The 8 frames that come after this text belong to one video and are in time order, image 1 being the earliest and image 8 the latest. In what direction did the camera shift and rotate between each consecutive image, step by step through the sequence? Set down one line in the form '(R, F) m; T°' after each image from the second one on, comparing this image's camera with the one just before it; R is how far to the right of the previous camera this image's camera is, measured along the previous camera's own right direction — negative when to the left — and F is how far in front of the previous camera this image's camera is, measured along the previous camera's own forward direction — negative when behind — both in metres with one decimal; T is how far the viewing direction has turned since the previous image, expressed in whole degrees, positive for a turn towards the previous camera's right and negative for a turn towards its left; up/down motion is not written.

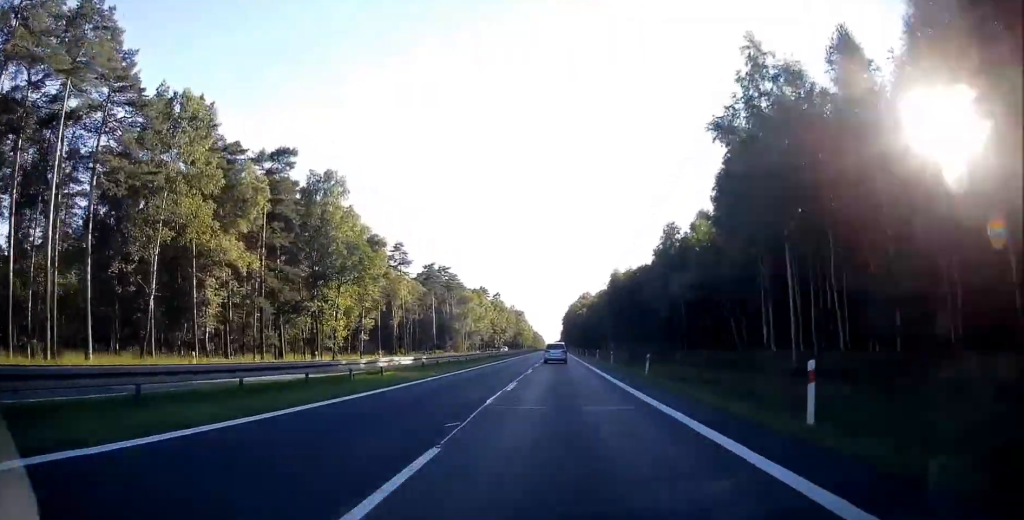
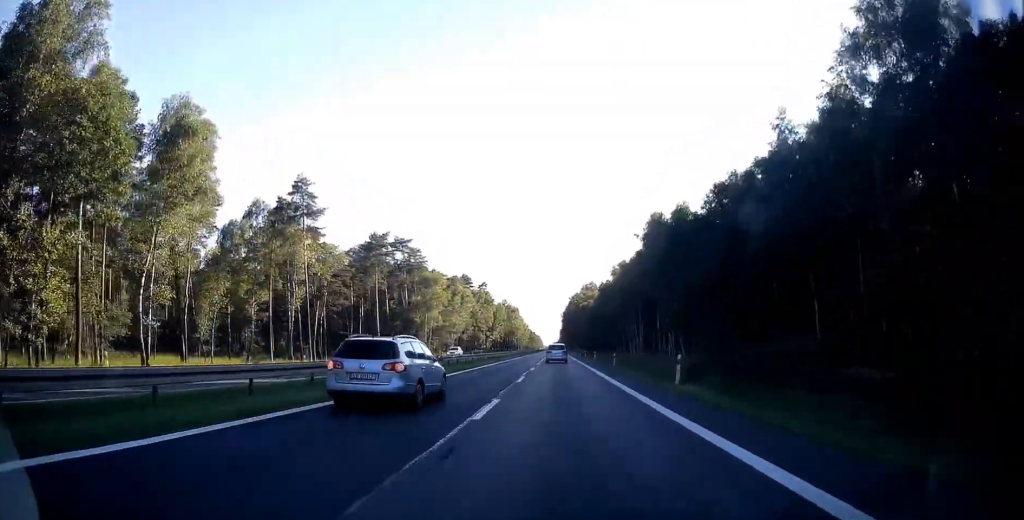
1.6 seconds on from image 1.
(-0.4, +43.5) m; 0°
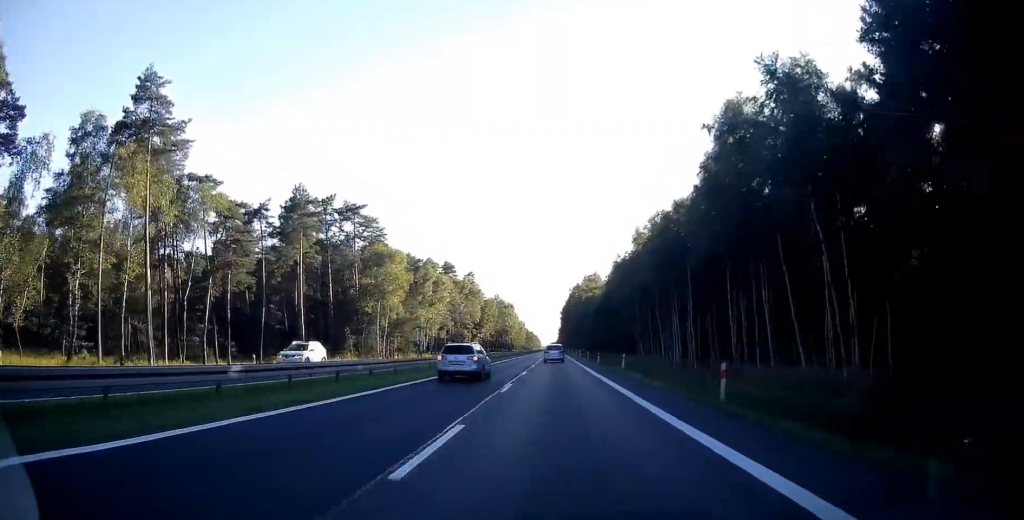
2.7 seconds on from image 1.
(+0.3, +29.5) m; 0°
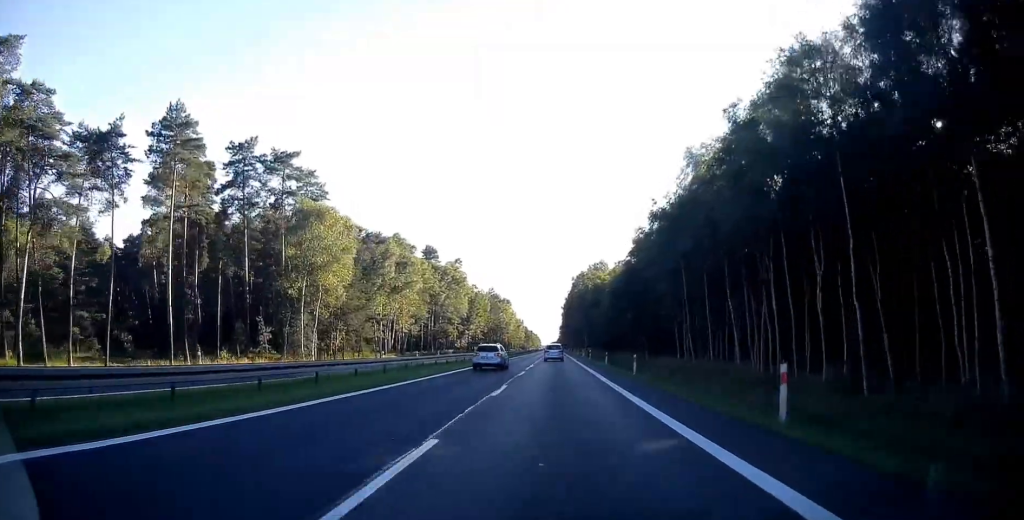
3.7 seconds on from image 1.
(-0.2, +26.0) m; 0°
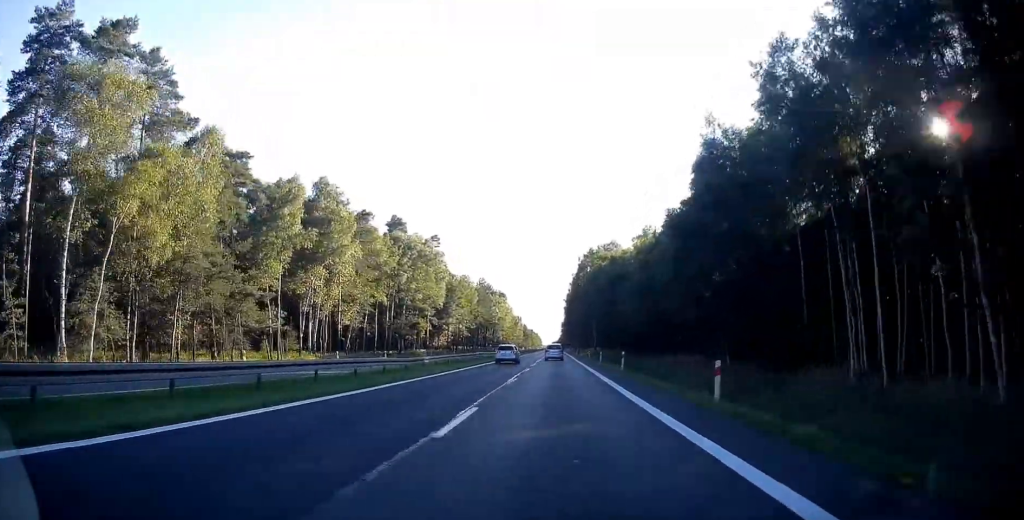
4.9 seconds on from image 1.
(+0.1, +32.0) m; 0°
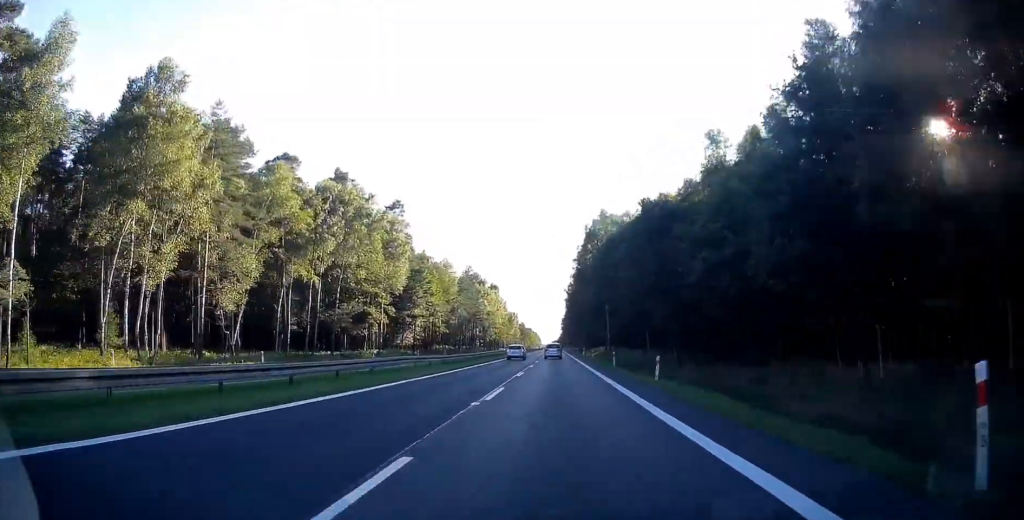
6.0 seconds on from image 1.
(0.0, +29.9) m; 0°
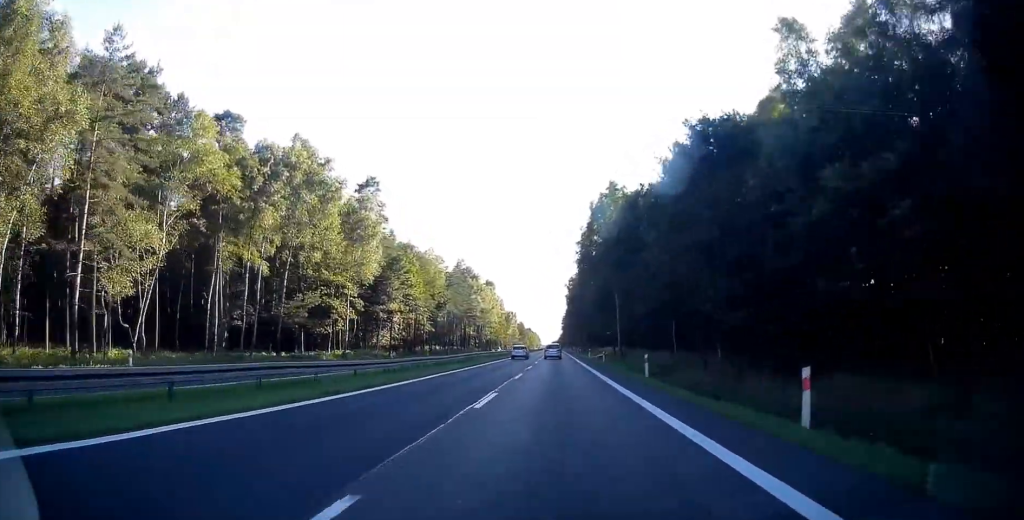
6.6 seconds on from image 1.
(-0.1, +13.9) m; 0°
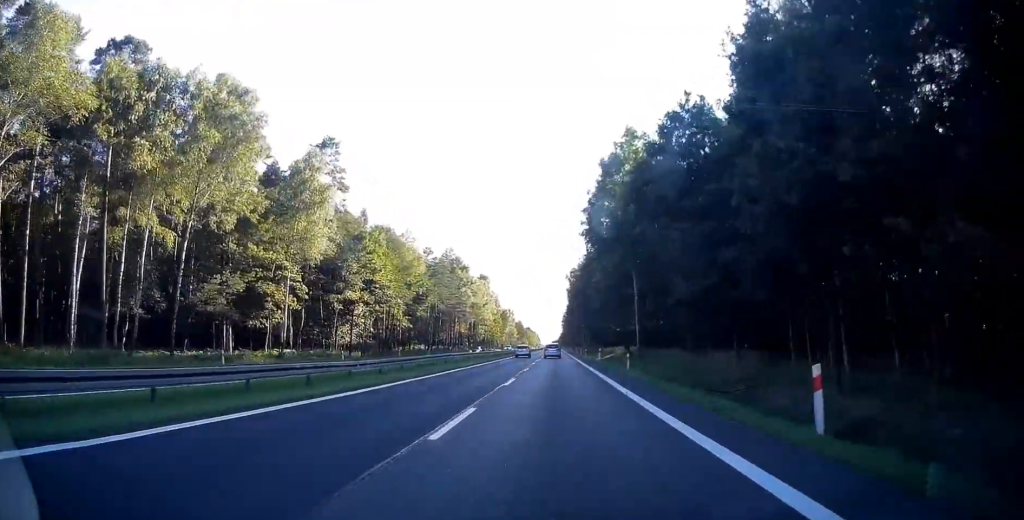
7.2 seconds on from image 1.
(-0.1, +16.4) m; 0°
